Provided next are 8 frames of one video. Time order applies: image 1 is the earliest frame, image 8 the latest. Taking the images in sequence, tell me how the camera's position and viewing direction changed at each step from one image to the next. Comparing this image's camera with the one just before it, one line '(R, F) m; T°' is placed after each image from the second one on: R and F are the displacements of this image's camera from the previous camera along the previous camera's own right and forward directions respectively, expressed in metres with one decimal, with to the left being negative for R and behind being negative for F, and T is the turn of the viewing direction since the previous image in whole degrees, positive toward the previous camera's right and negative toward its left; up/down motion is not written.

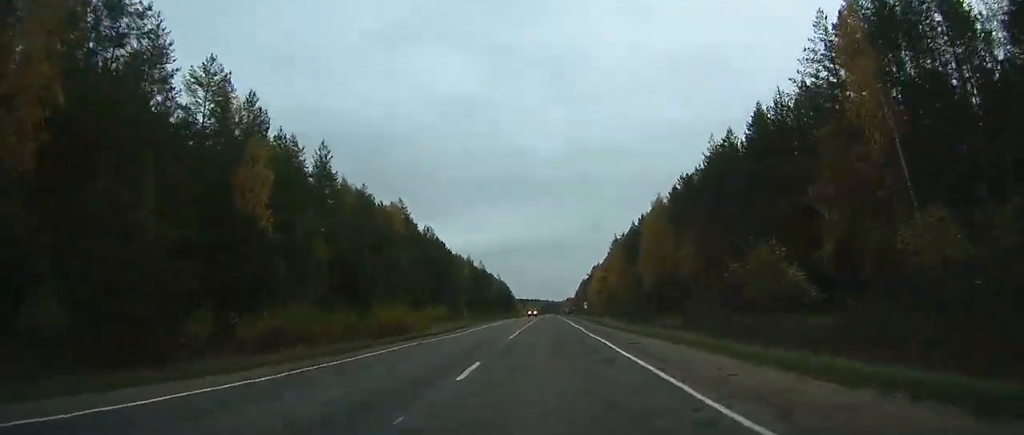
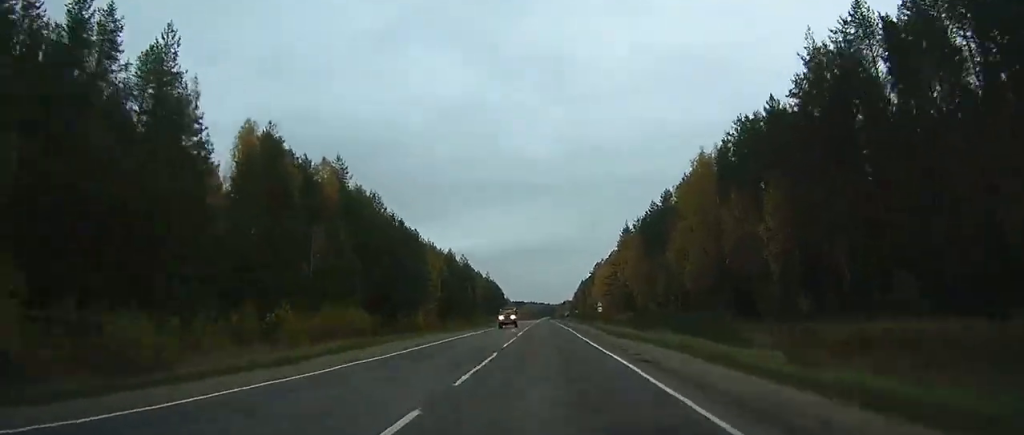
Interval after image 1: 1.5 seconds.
(+0.2, +39.4) m; 0°
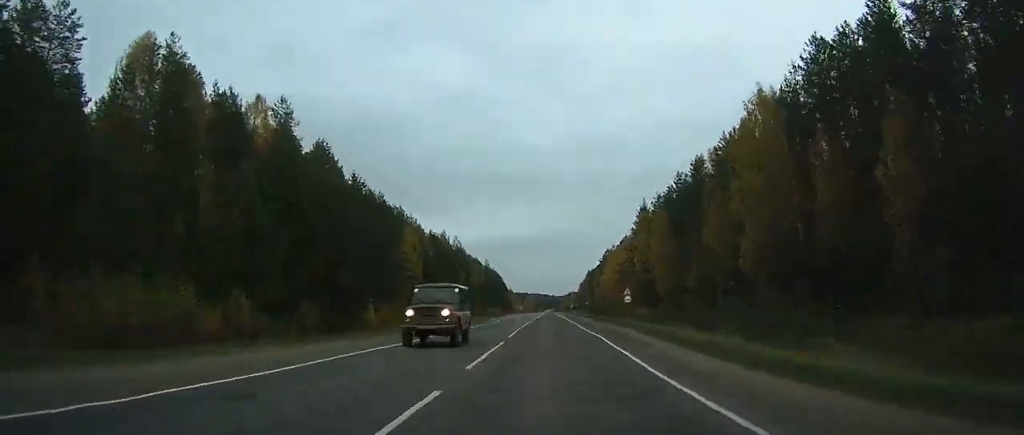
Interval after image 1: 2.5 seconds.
(0.0, +24.0) m; 0°
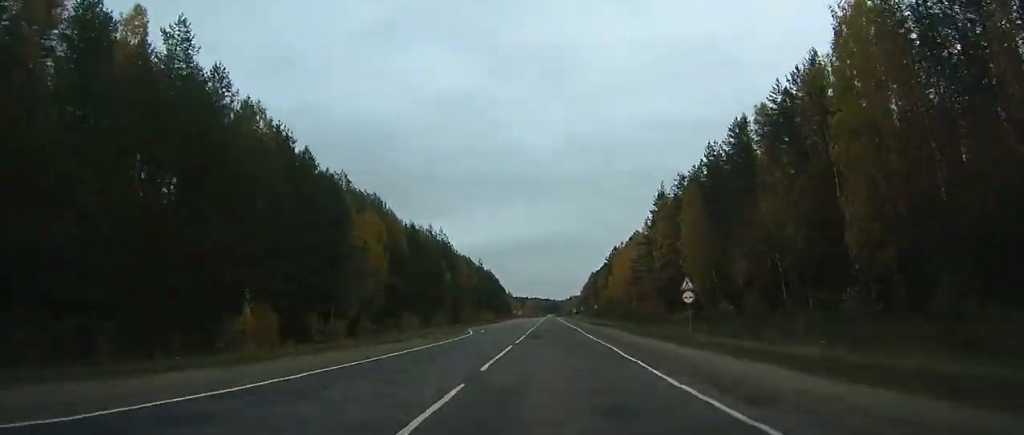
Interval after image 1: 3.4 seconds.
(-0.2, +24.0) m; 0°
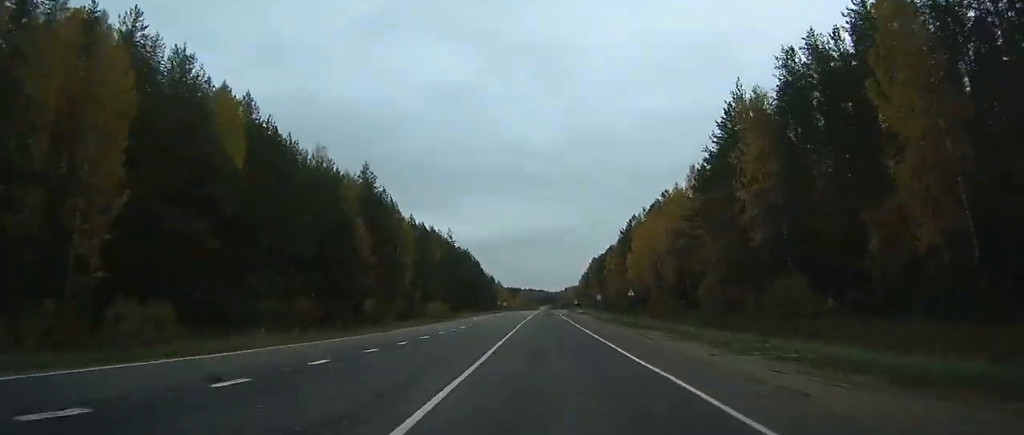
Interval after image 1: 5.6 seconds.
(+0.4, +55.4) m; +1°
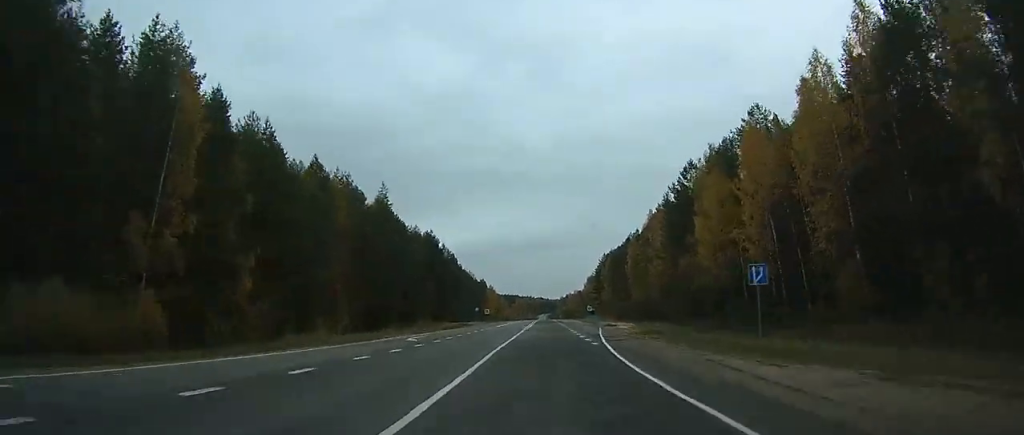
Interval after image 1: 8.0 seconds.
(+0.1, +59.0) m; 0°
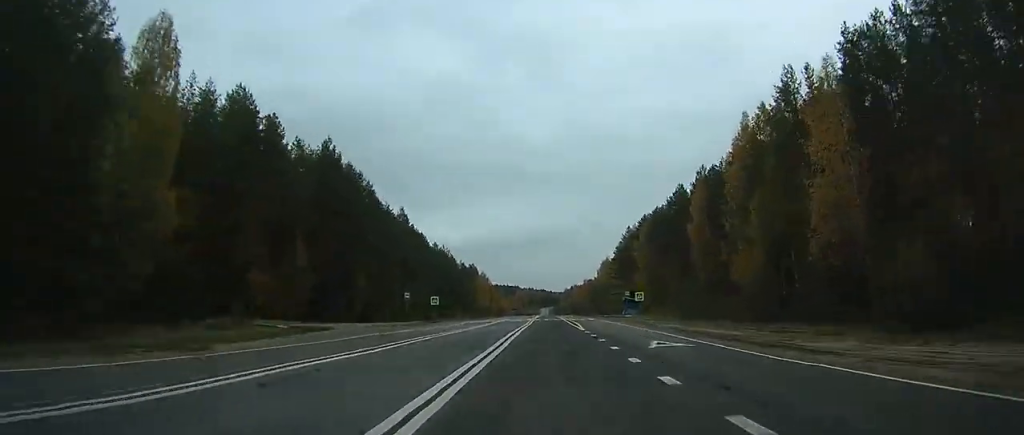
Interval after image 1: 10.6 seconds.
(-0.2, +66.5) m; 0°
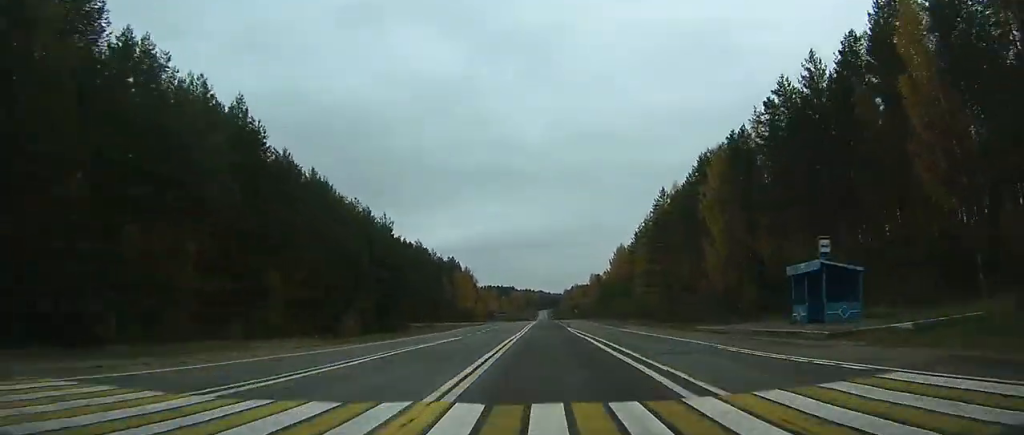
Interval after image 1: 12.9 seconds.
(-0.2, +63.1) m; 0°
